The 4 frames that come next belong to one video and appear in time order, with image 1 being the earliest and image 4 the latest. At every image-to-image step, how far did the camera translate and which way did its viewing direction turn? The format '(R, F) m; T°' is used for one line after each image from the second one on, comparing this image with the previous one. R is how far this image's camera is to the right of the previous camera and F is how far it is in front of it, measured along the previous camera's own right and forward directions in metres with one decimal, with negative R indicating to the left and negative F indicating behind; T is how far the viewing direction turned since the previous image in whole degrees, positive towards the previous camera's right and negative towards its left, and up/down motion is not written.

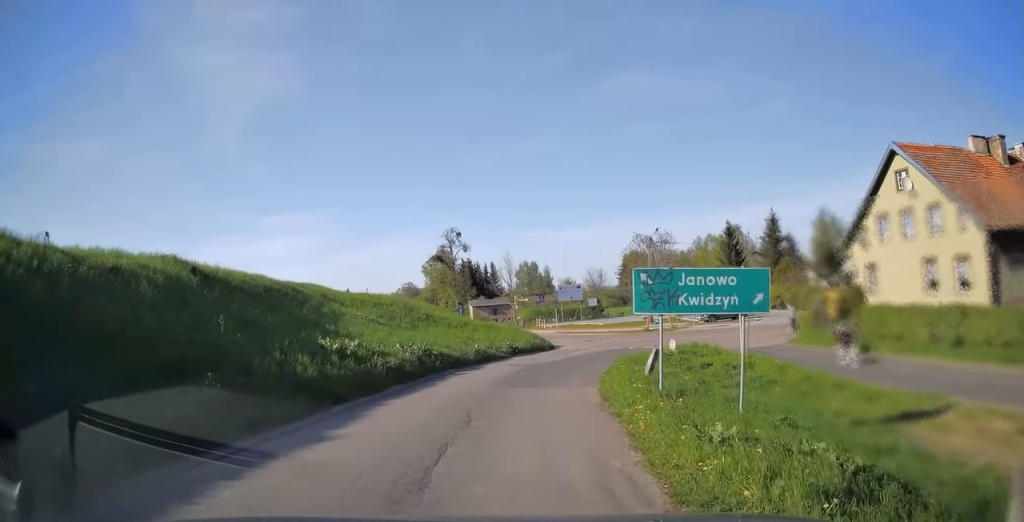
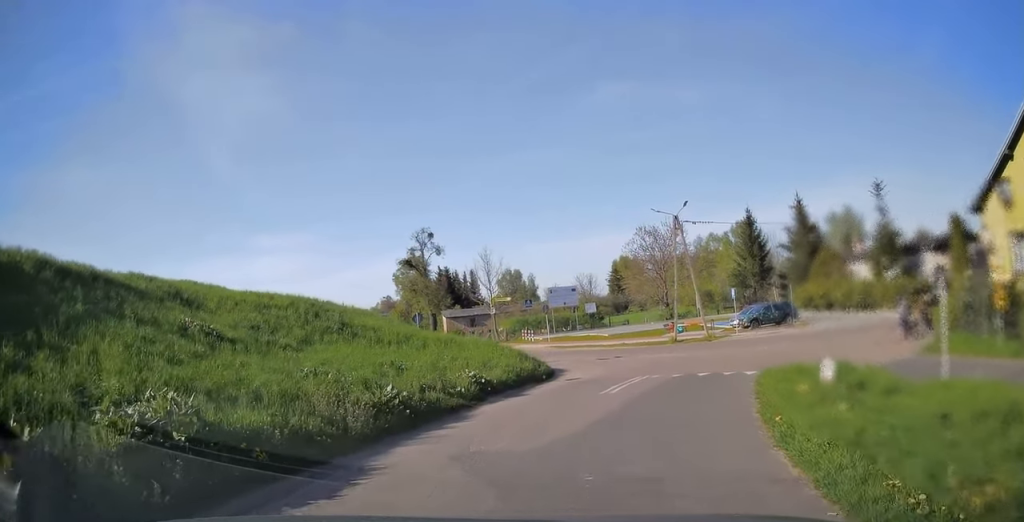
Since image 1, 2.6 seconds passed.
(-0.1, +14.4) m; +4°
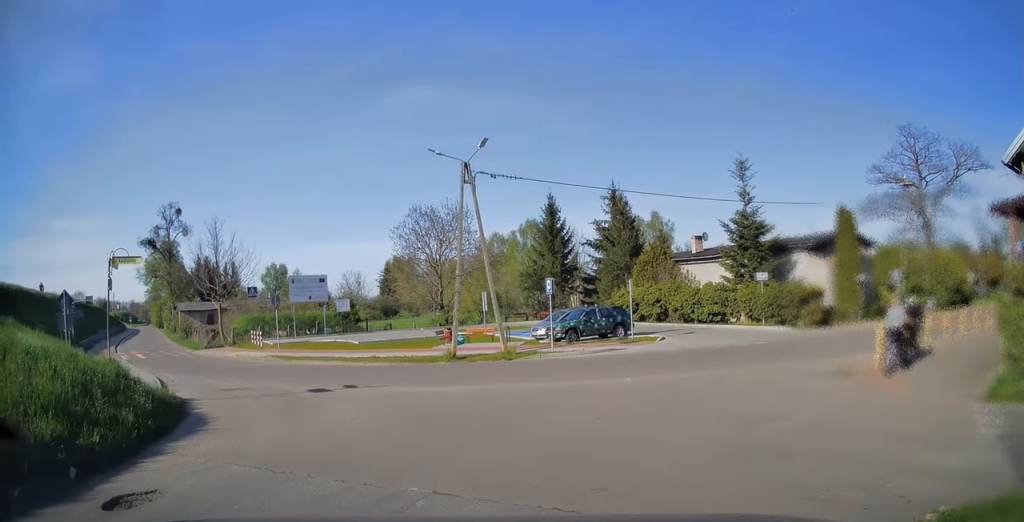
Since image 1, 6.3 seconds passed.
(+1.9, +14.4) m; +20°
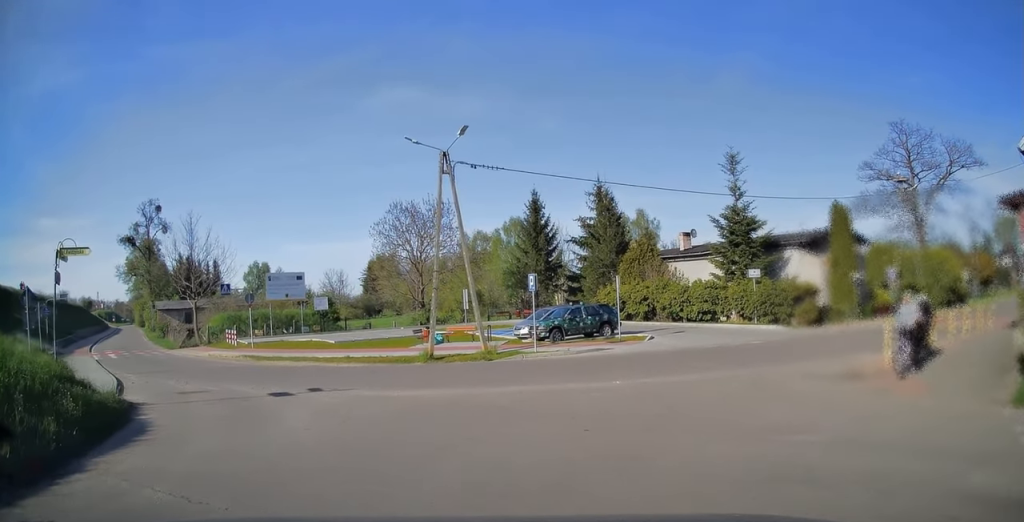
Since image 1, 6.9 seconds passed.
(+0.1, +1.4) m; +1°
